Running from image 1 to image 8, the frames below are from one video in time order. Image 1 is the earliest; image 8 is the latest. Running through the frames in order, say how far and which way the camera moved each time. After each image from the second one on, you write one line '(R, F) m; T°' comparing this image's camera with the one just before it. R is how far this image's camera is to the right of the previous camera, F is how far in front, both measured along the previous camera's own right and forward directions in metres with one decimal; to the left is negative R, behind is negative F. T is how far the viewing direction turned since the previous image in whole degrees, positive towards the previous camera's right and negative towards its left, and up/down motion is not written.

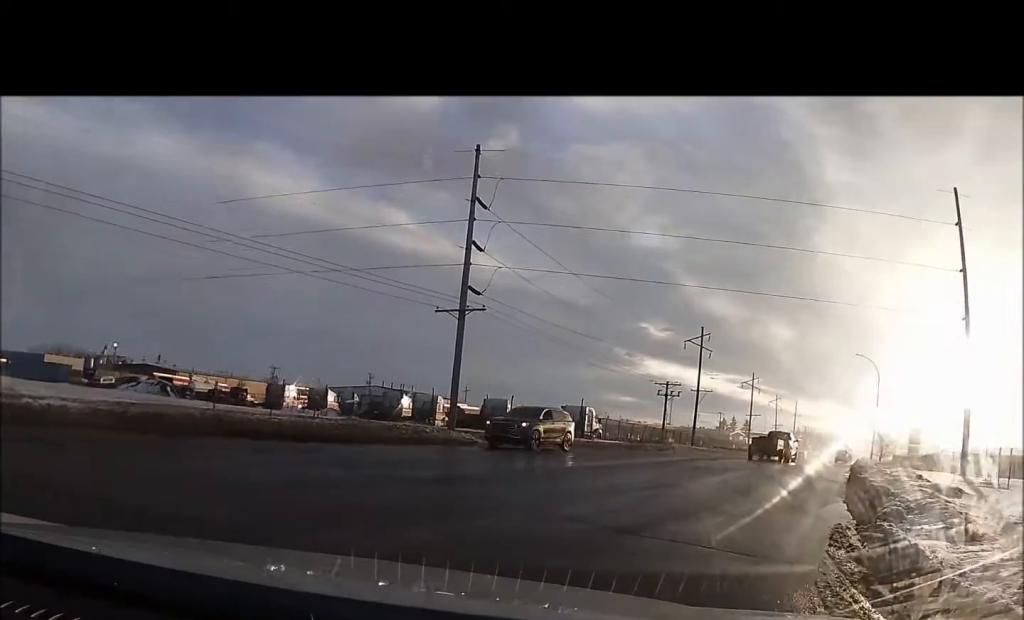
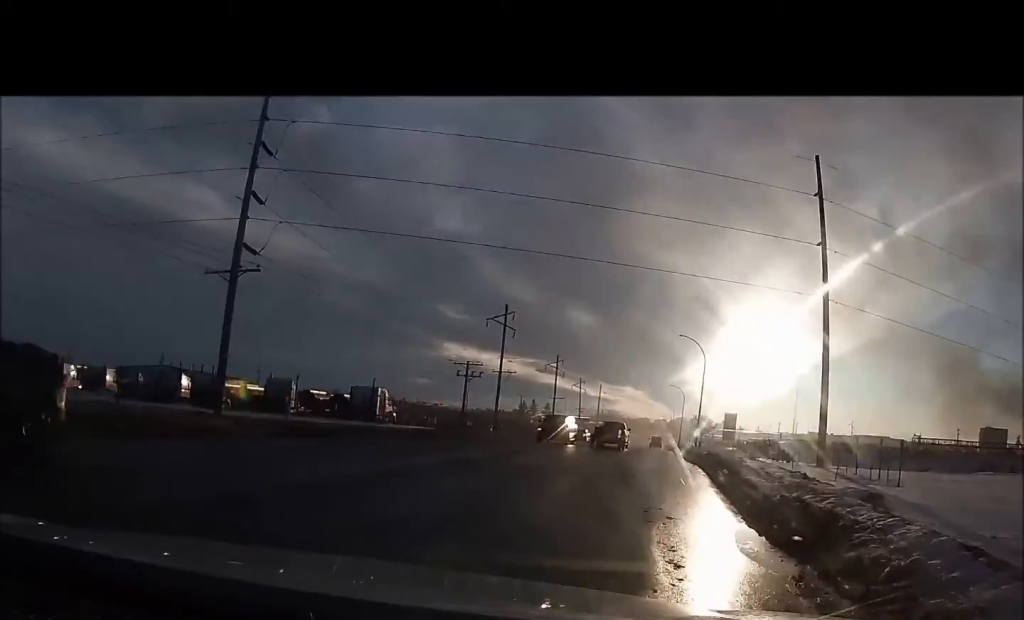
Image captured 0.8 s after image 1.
(+1.1, +5.3) m; +12°
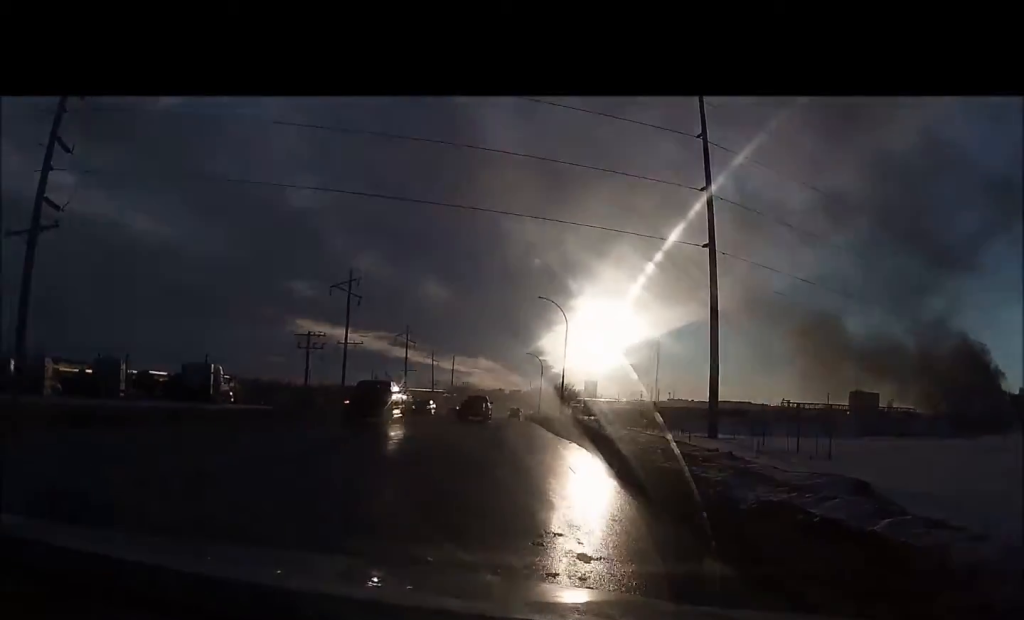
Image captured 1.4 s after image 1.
(+0.4, +5.0) m; +6°
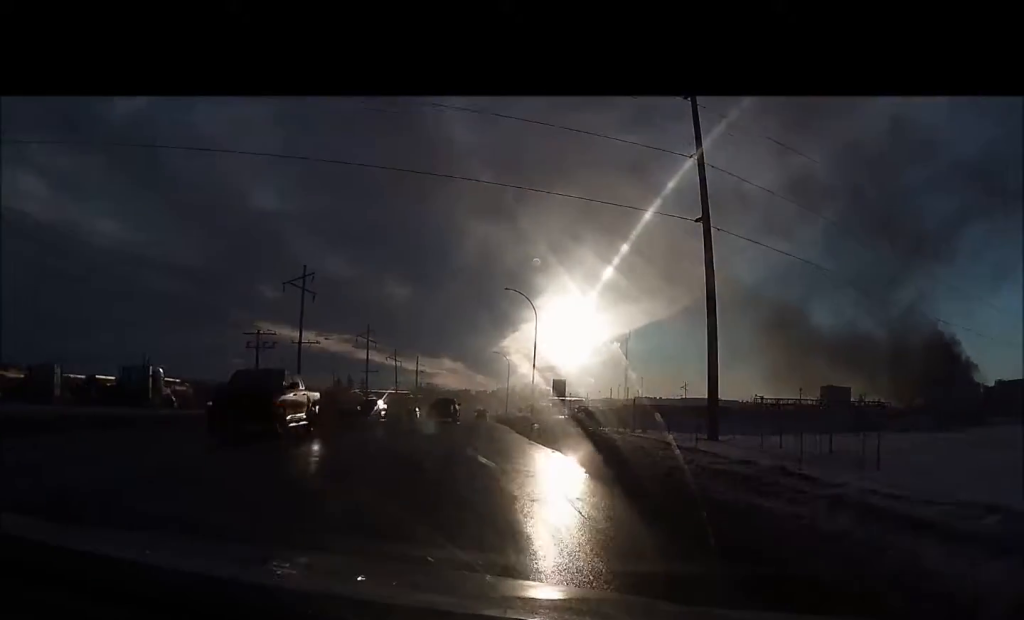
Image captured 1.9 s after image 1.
(+0.1, +4.3) m; +2°
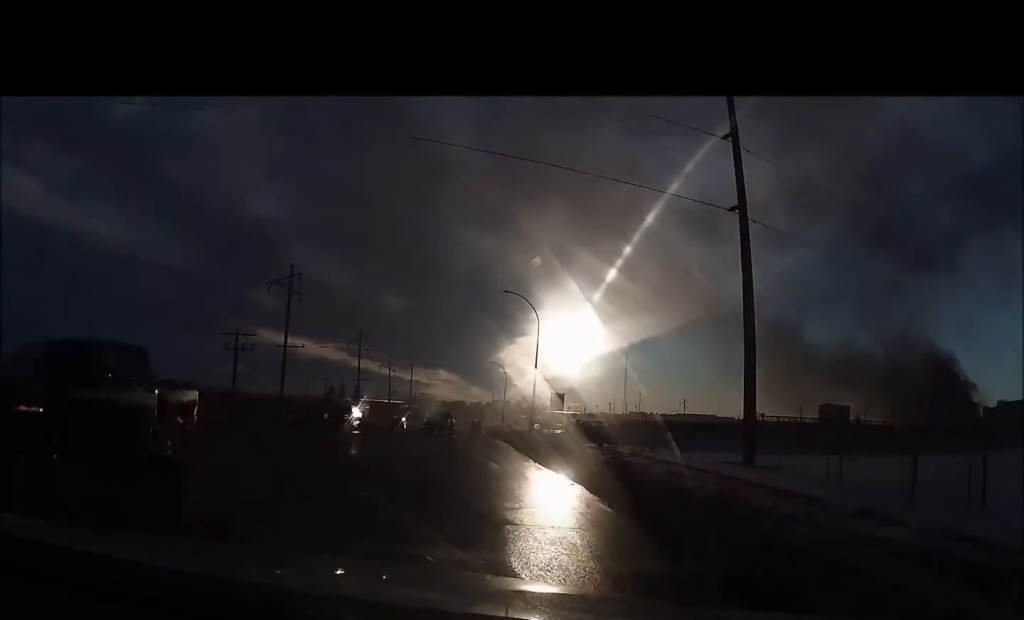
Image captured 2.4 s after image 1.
(+0.1, +4.4) m; +1°
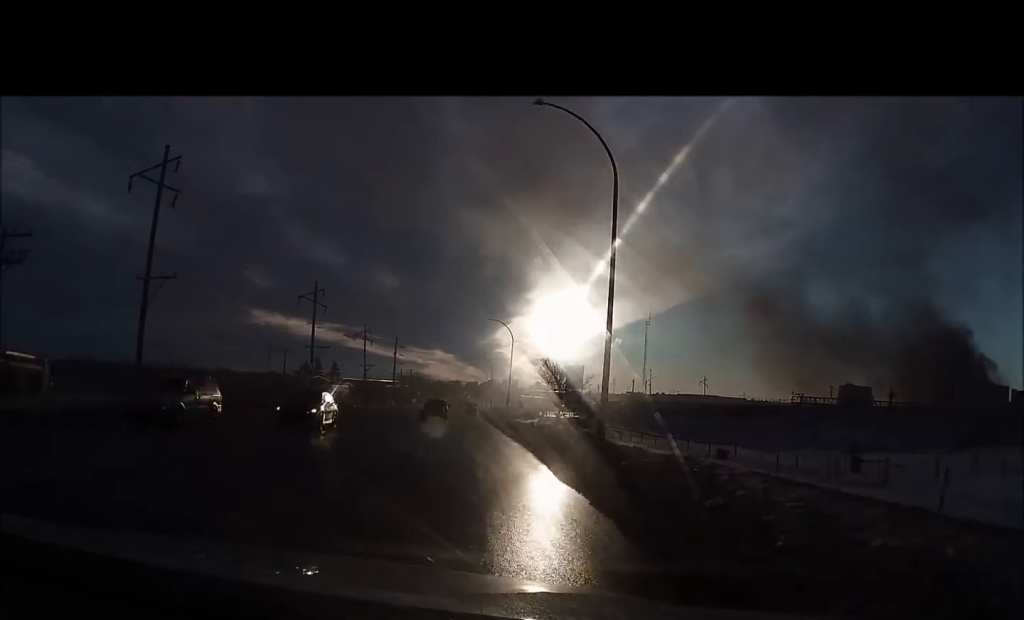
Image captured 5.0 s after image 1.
(+1.1, +29.2) m; +3°
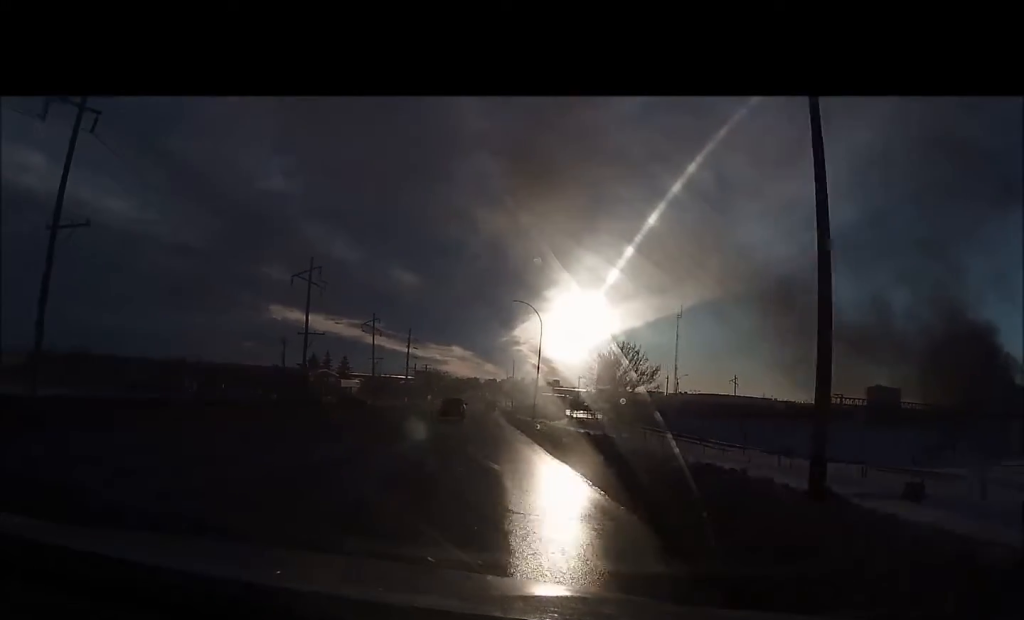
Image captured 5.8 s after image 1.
(0.0, +10.5) m; -3°
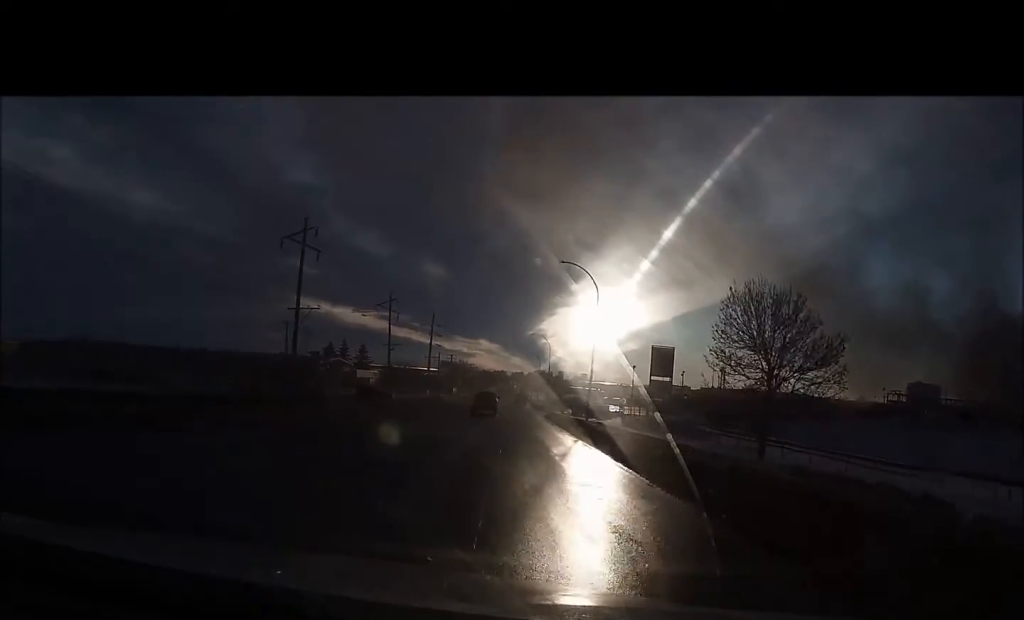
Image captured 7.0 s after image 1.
(-0.8, +15.5) m; -2°
